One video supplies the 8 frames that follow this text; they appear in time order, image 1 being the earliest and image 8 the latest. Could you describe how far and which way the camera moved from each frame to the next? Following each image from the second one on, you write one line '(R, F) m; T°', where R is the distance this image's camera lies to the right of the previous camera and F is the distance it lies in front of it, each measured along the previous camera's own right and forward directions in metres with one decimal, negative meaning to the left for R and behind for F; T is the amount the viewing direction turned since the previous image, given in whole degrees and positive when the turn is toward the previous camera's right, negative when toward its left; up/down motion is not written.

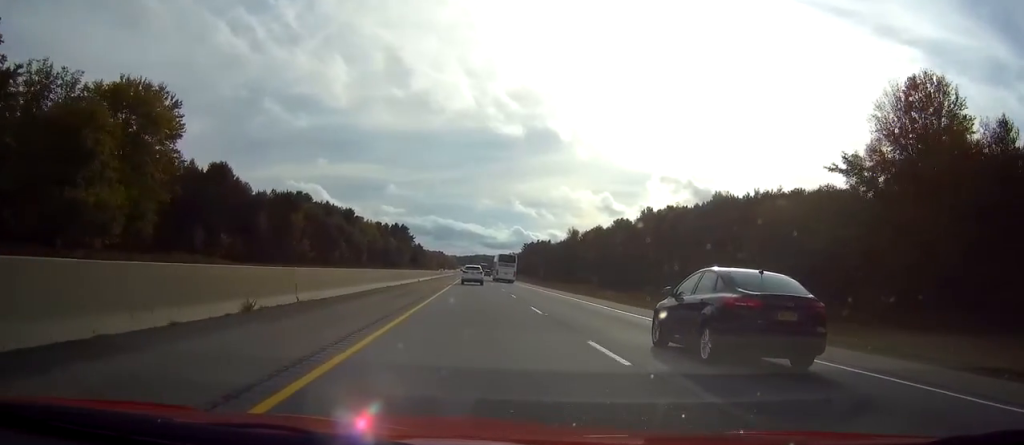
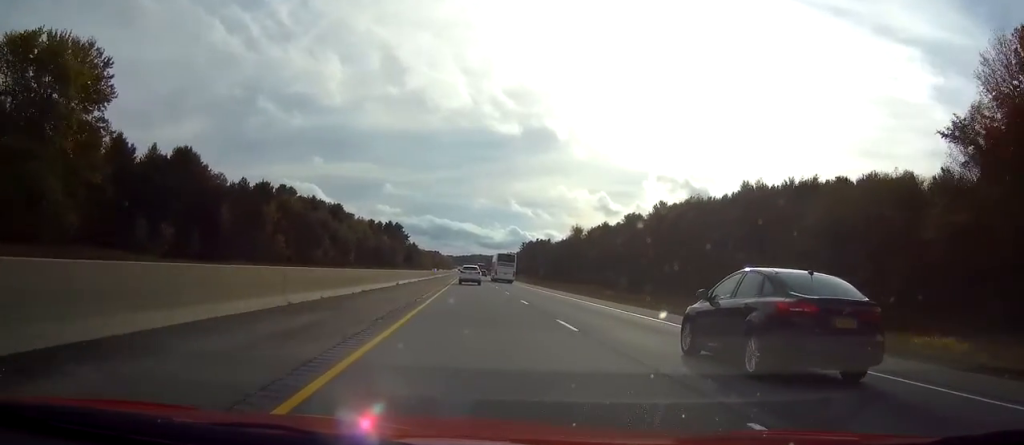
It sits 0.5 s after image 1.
(0.0, +18.9) m; 0°
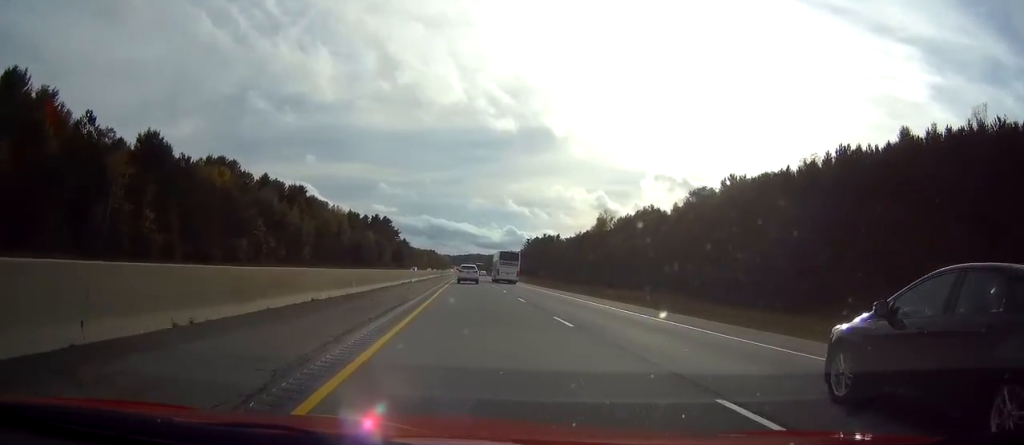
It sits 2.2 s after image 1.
(0.0, +59.3) m; 0°
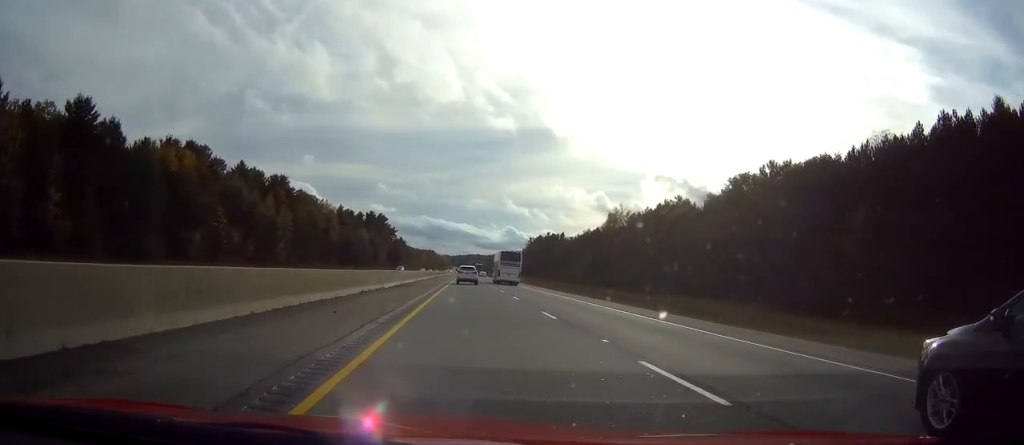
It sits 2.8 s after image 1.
(0.0, +21.4) m; 0°
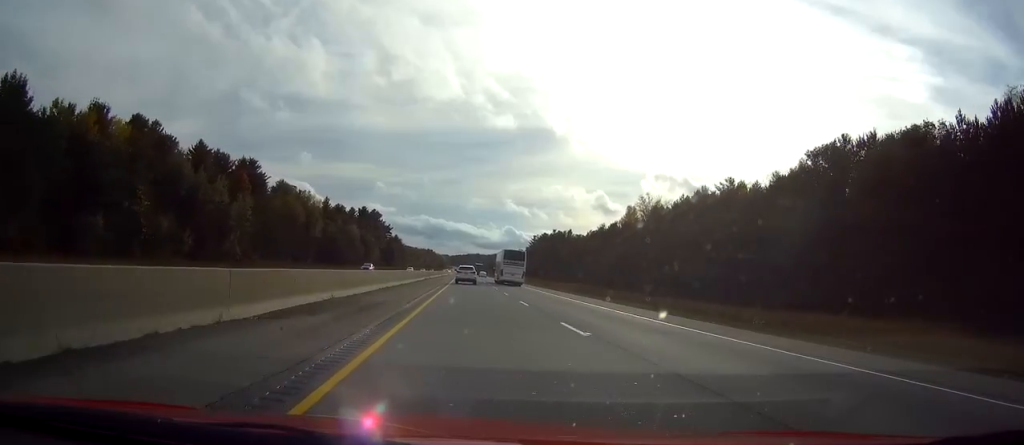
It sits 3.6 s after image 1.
(0.0, +28.6) m; 0°
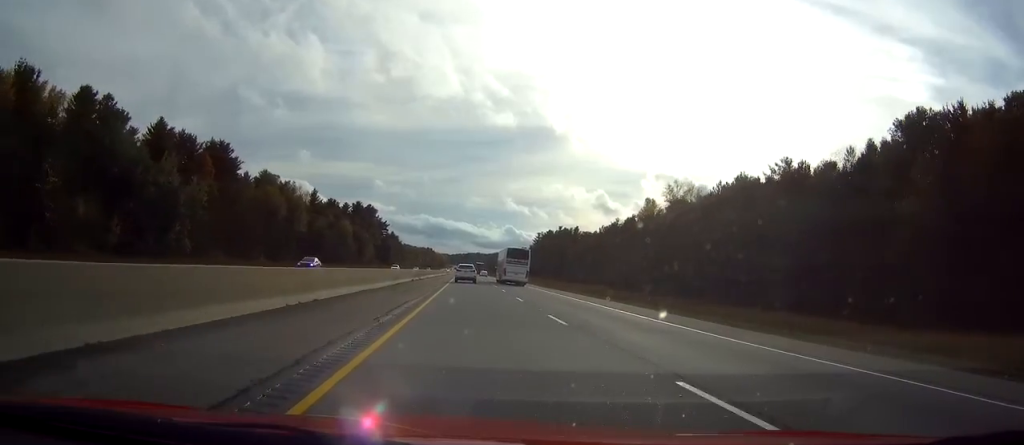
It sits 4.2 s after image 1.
(0.0, +21.5) m; 0°
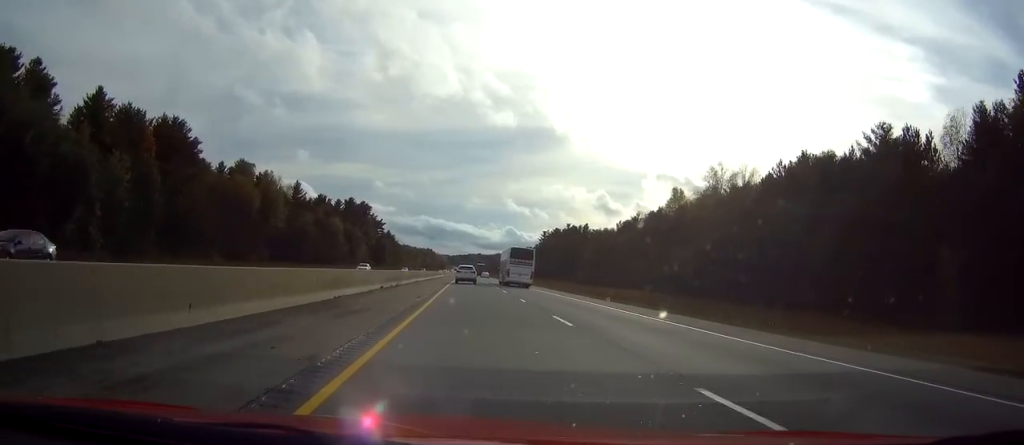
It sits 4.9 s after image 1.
(0.0, +25.0) m; 0°
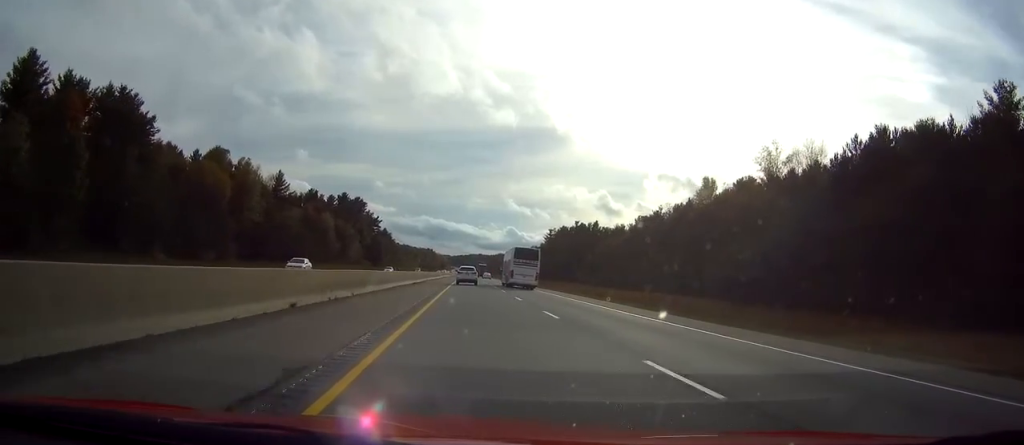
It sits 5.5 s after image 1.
(0.0, +21.5) m; 0°
